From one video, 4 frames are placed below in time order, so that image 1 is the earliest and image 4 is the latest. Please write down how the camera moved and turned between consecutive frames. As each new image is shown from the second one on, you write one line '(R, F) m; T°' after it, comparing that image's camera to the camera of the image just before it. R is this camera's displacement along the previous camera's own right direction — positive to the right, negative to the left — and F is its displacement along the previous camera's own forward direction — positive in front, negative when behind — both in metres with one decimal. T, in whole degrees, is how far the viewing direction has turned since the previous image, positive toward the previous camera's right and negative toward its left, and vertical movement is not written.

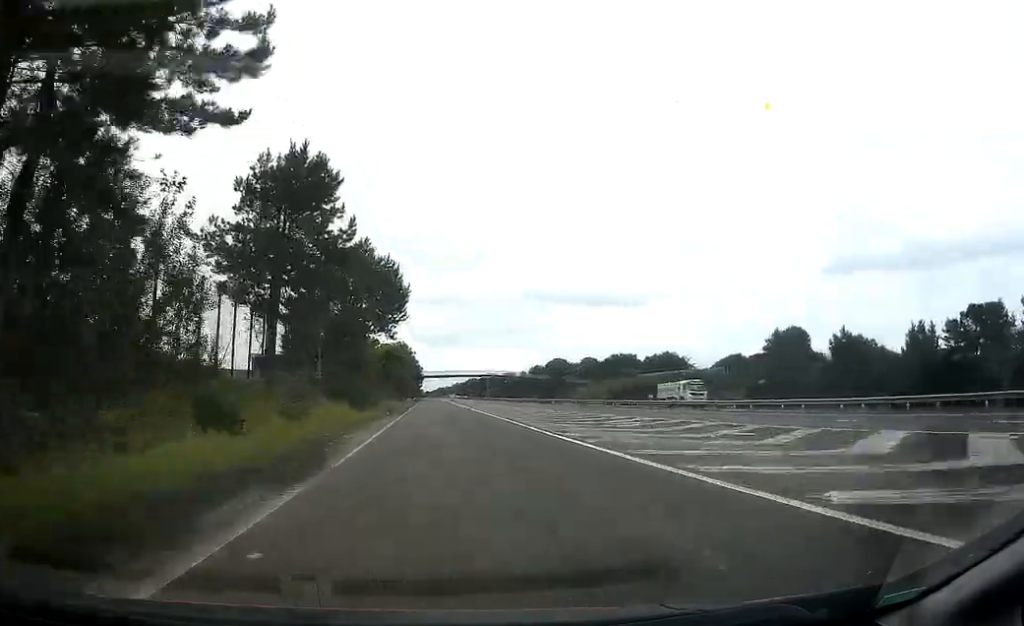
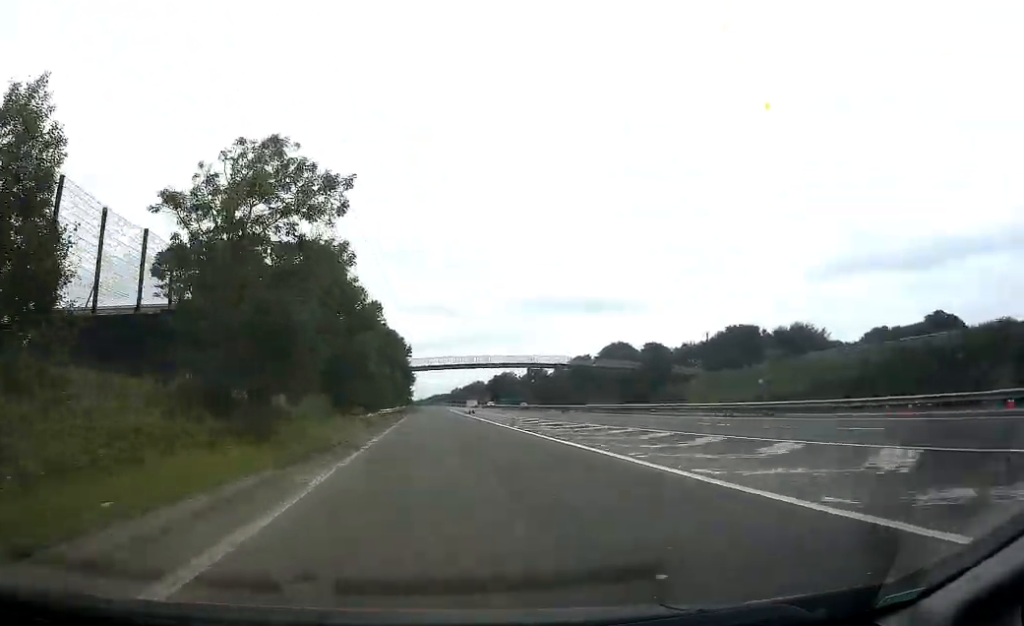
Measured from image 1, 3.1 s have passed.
(-0.2, +82.3) m; 0°
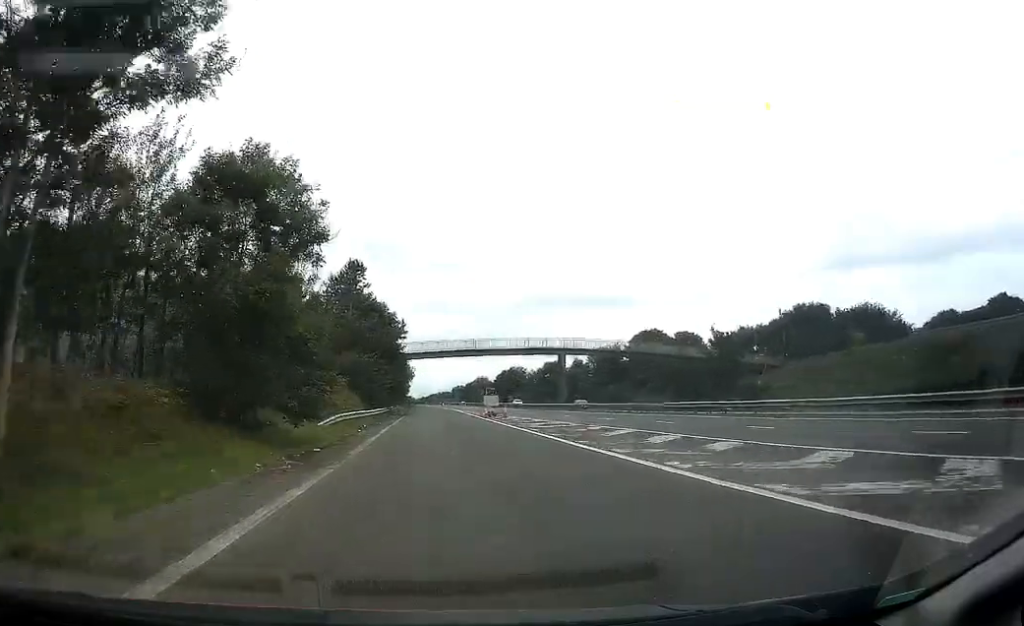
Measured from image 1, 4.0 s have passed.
(0.0, +24.1) m; 0°
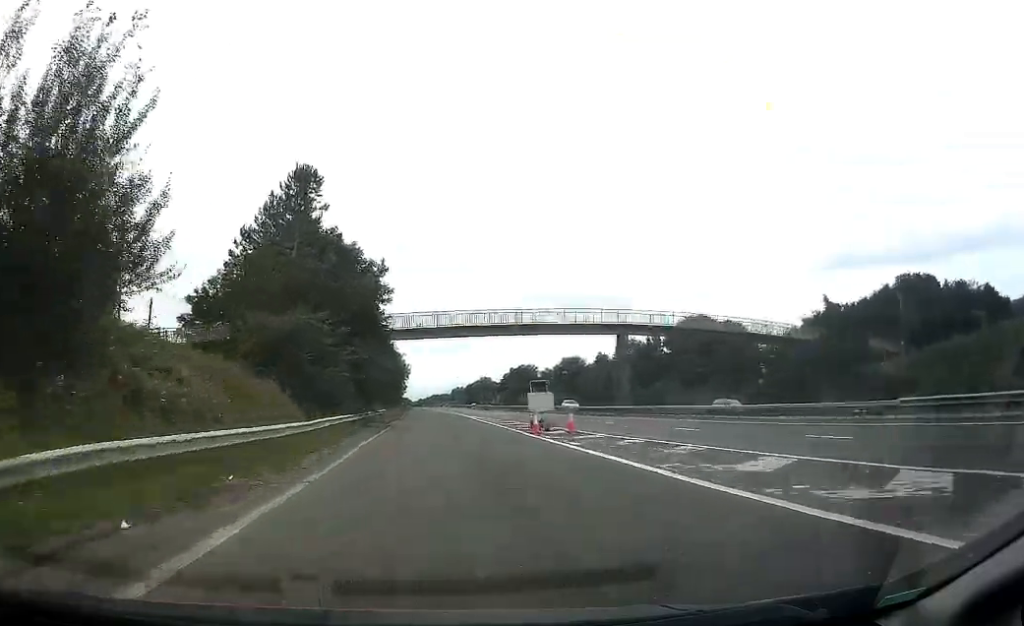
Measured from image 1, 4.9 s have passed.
(-0.1, +25.6) m; 0°
